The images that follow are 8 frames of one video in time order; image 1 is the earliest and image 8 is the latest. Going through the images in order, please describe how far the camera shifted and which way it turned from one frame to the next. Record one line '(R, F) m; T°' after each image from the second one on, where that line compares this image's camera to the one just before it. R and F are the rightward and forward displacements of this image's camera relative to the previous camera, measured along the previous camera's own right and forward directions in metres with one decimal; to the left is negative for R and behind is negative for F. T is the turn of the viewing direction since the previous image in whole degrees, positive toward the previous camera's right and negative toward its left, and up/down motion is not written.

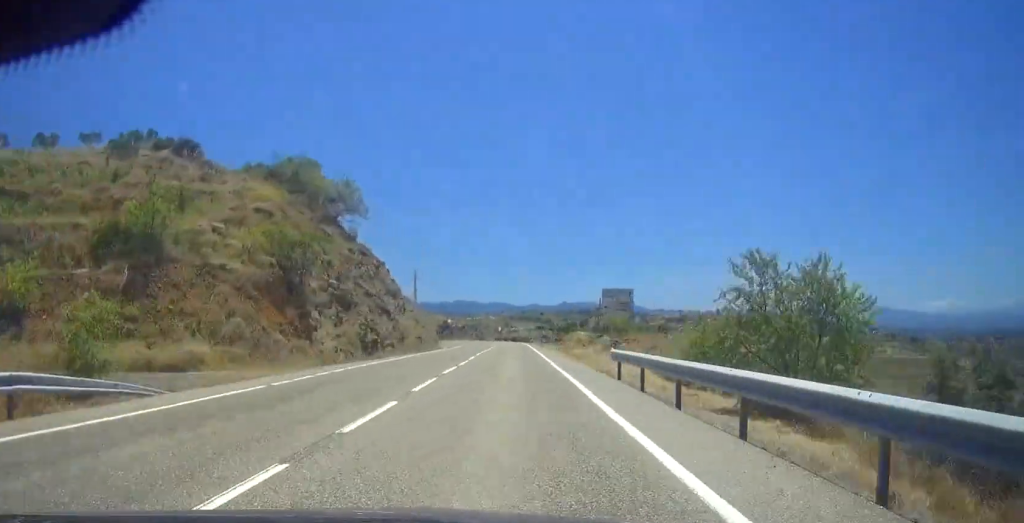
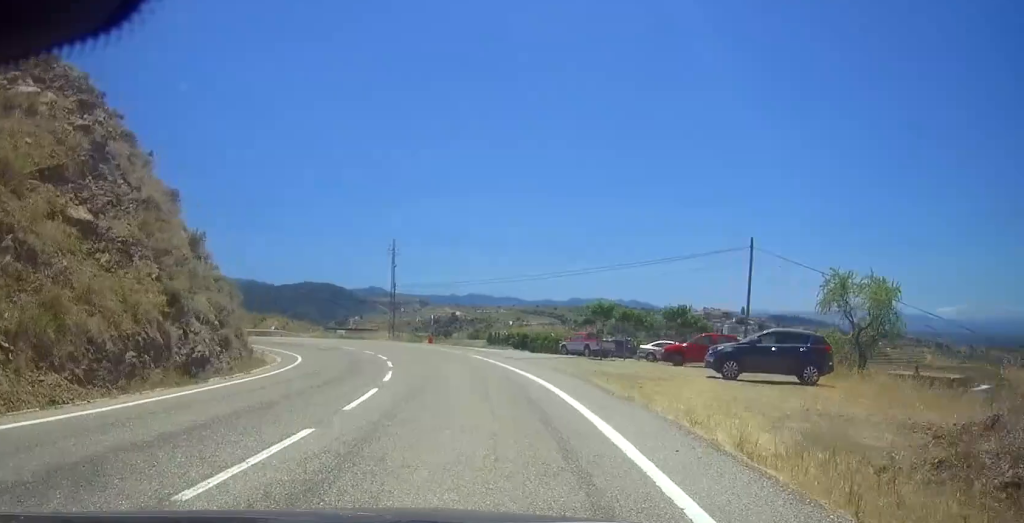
(-3.4, +68.1) m; -13°
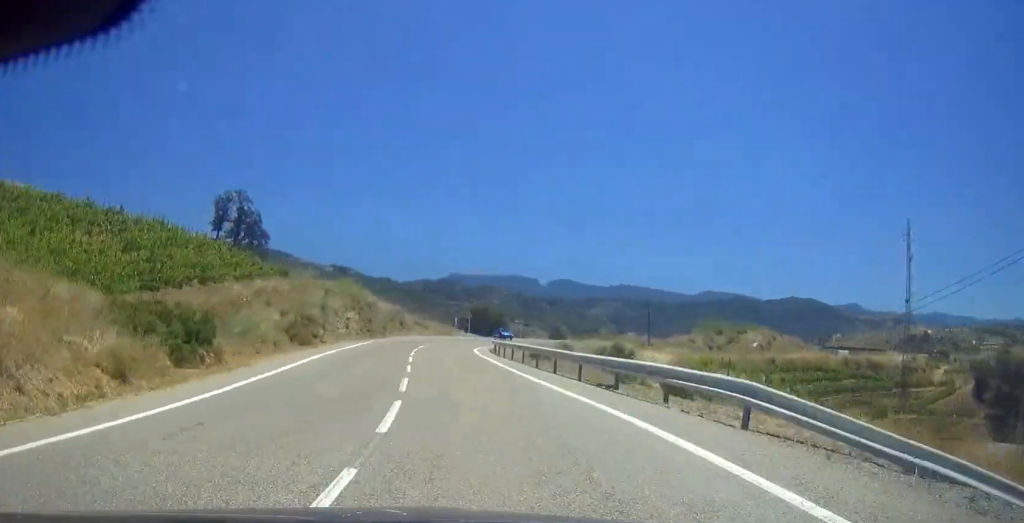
(-12.3, +68.2) m; -10°
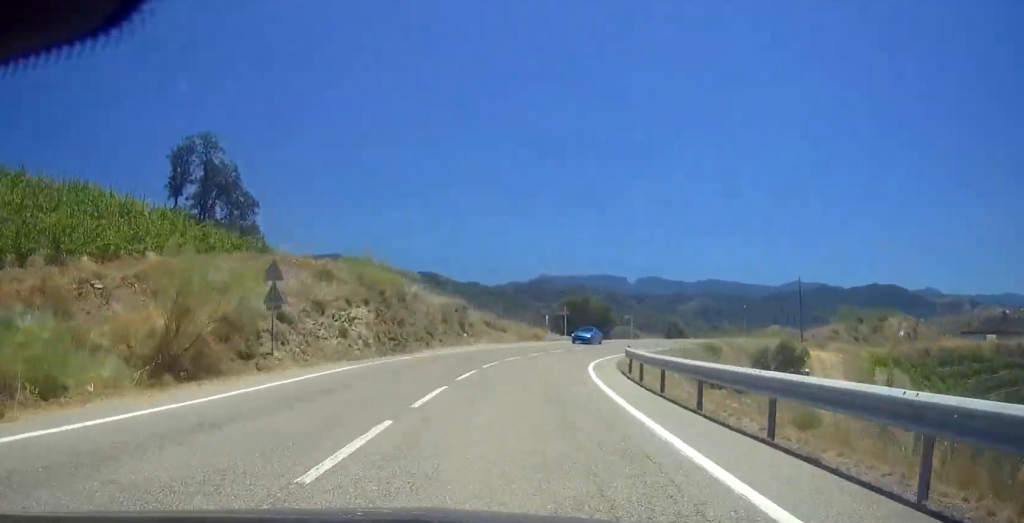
(-1.2, +29.3) m; +1°
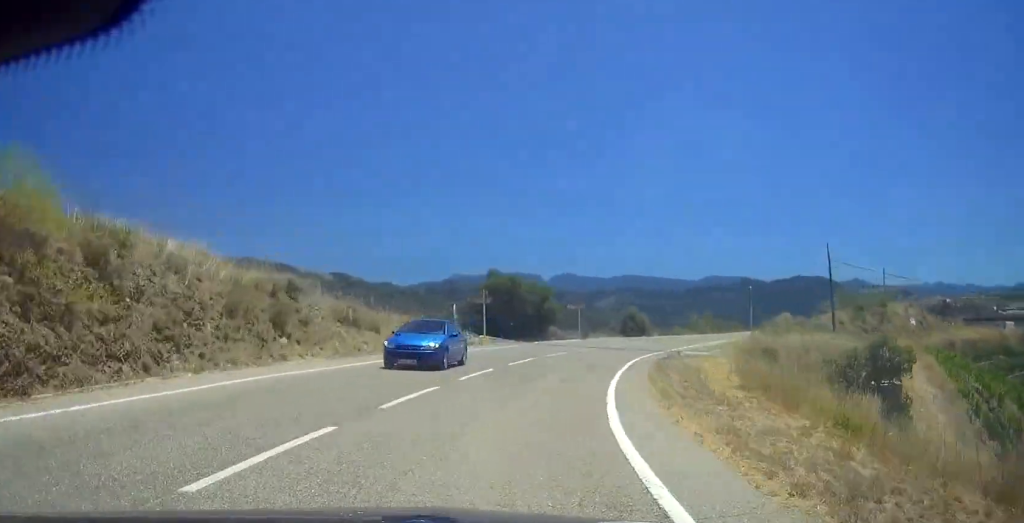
(+0.8, +27.2) m; +4°
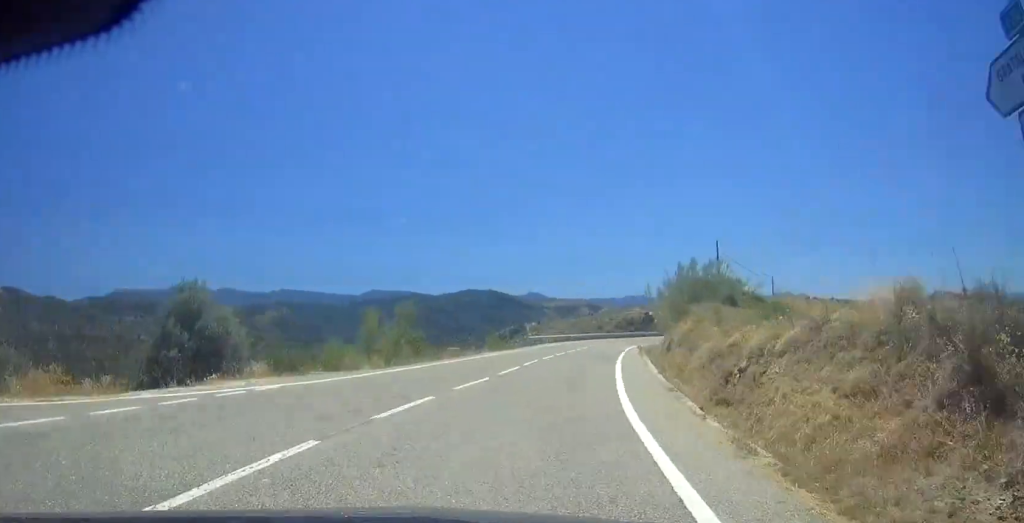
(+2.6, +52.2) m; +11°
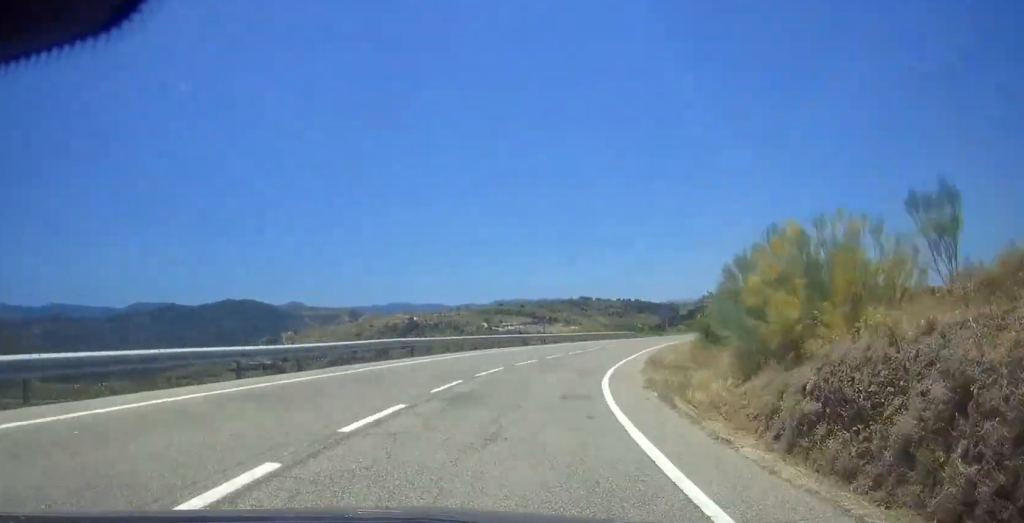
(+18.8, +86.8) m; +22°
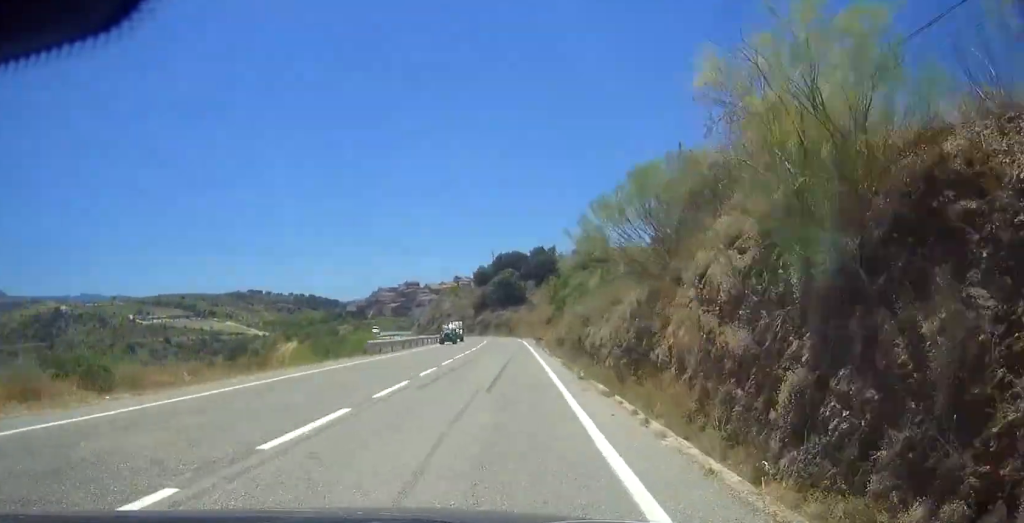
(+29.8, +146.2) m; +14°
